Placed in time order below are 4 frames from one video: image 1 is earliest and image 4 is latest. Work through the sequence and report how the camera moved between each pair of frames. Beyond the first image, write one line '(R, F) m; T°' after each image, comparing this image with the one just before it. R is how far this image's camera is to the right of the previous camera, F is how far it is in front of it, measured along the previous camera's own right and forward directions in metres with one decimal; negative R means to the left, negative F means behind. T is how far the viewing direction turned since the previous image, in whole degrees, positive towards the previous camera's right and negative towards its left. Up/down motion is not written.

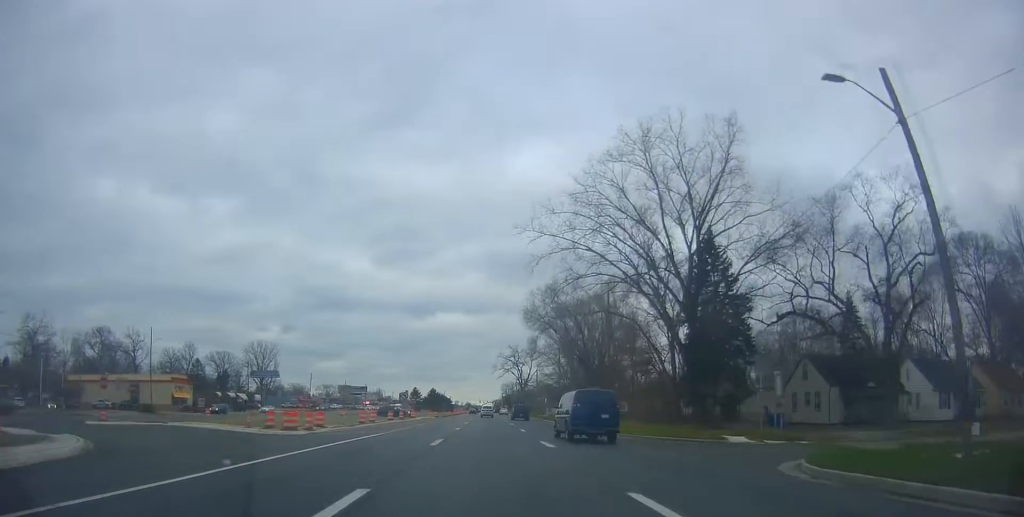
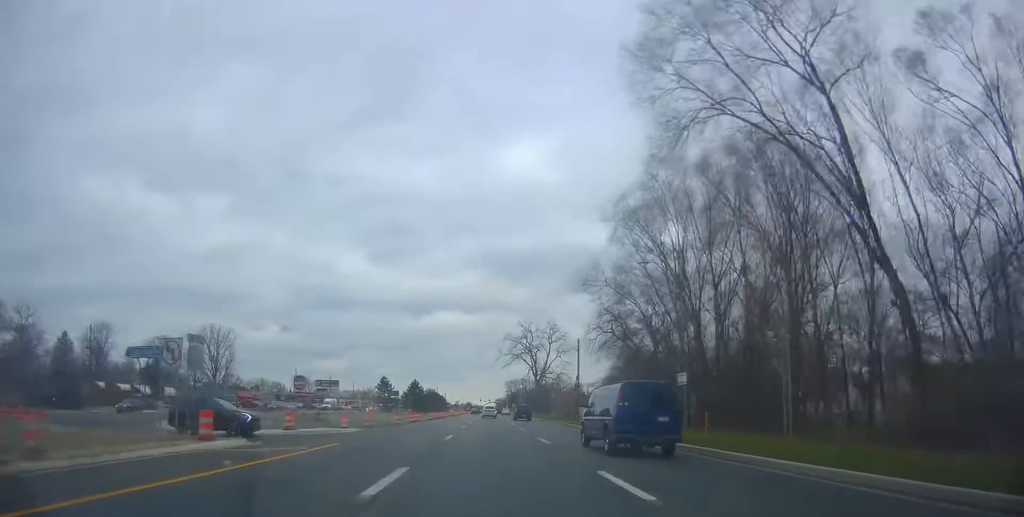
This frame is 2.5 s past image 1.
(-1.0, +55.6) m; -2°
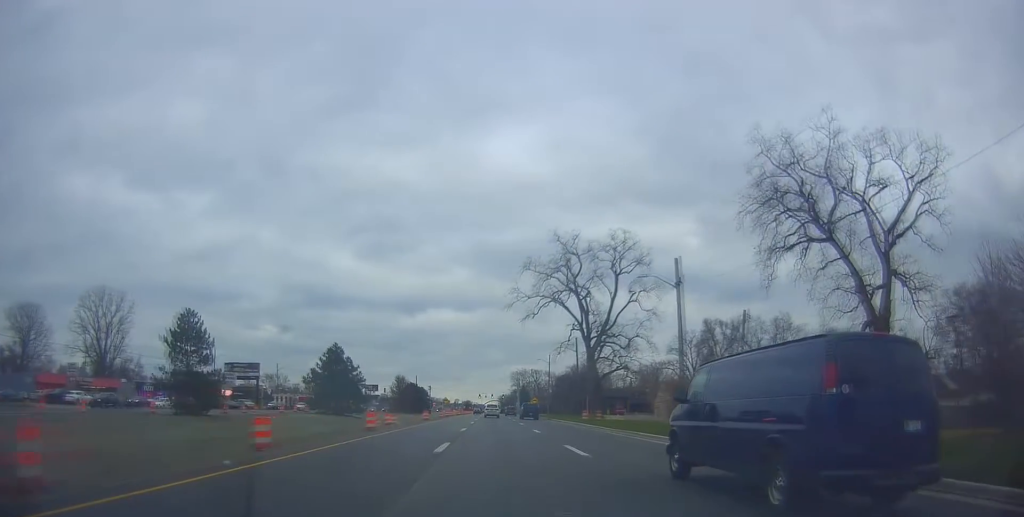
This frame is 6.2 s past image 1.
(+1.1, +81.2) m; -1°
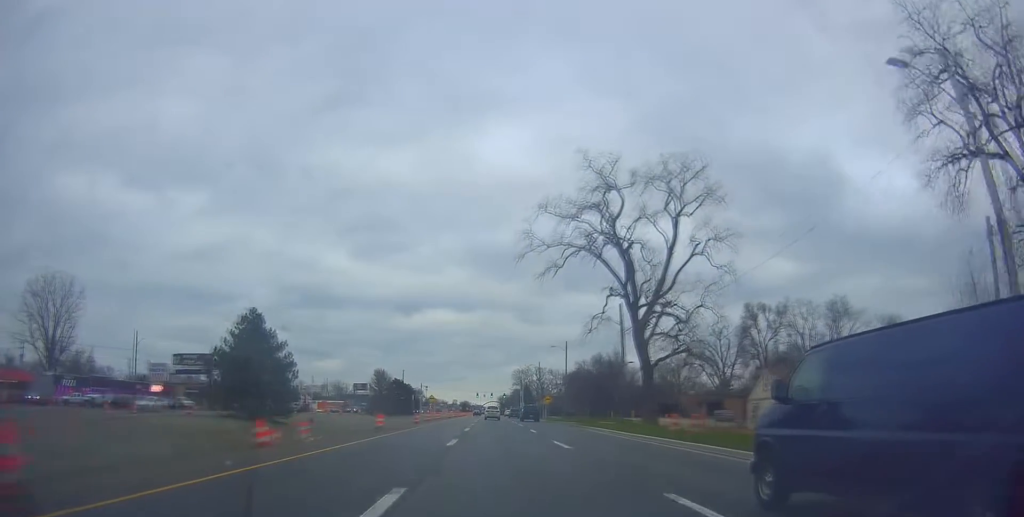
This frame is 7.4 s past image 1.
(-0.4, +26.0) m; 0°
